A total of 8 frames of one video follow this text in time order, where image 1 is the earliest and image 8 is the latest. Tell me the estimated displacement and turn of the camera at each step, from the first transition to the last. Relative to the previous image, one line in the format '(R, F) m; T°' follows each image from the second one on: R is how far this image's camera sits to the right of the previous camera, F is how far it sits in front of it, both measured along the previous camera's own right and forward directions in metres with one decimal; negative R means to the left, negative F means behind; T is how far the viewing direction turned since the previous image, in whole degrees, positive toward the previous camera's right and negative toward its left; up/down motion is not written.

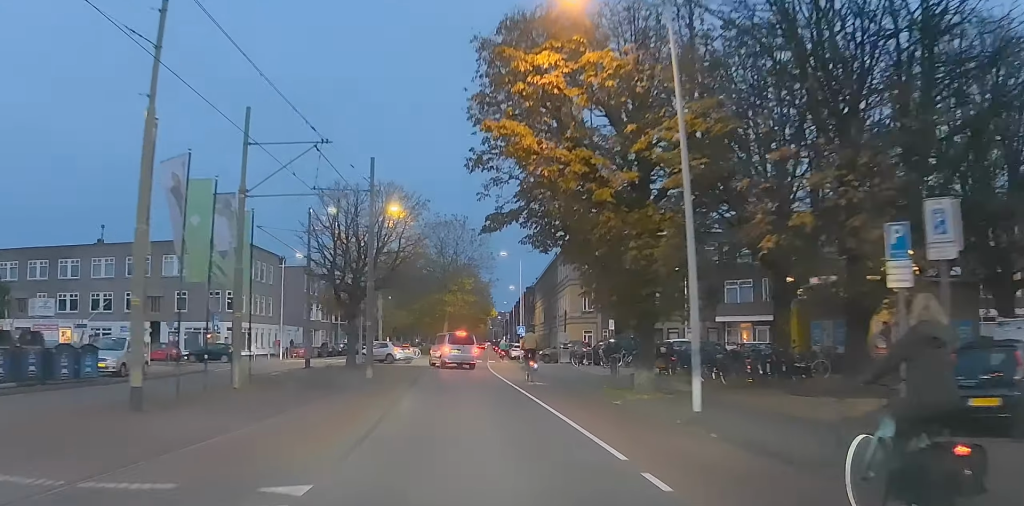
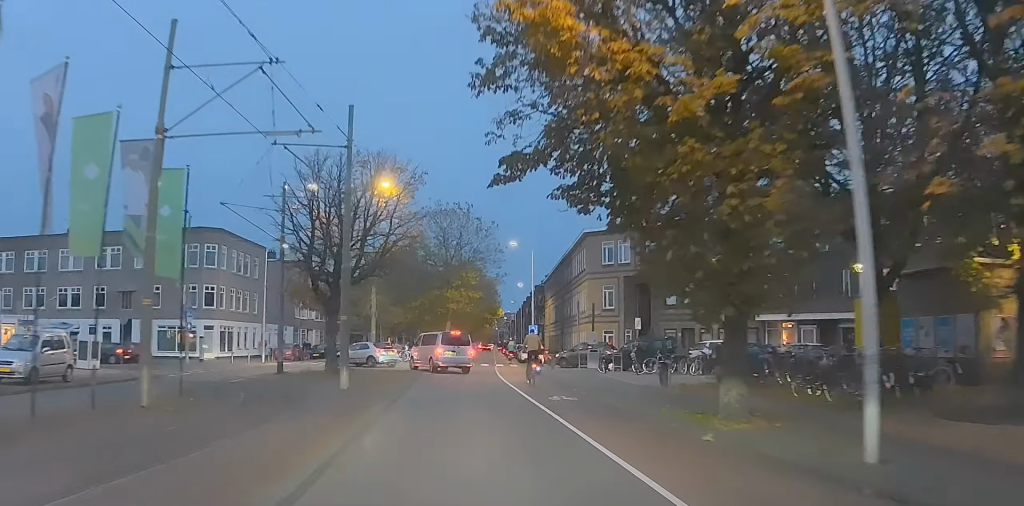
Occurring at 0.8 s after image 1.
(+0.1, +6.3) m; -2°
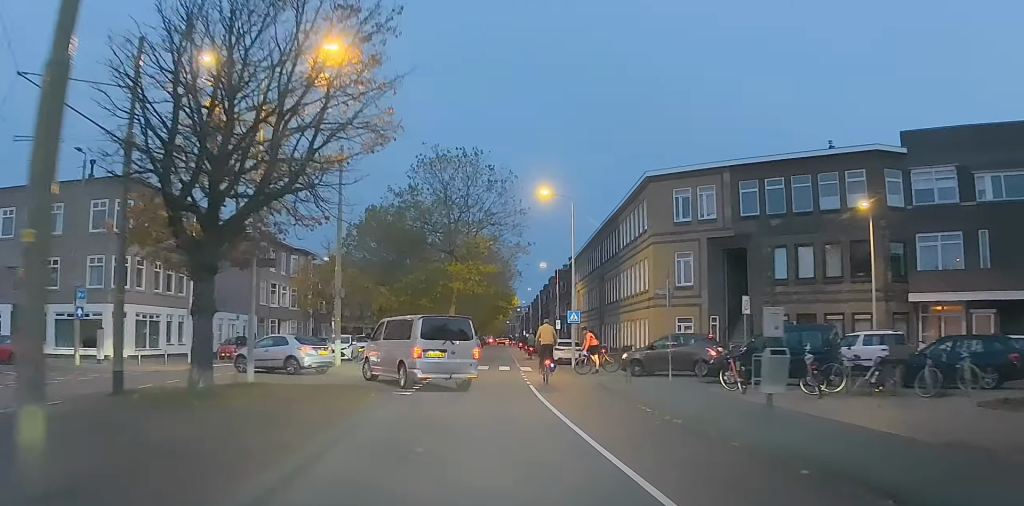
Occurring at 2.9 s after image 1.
(-0.7, +16.1) m; -1°
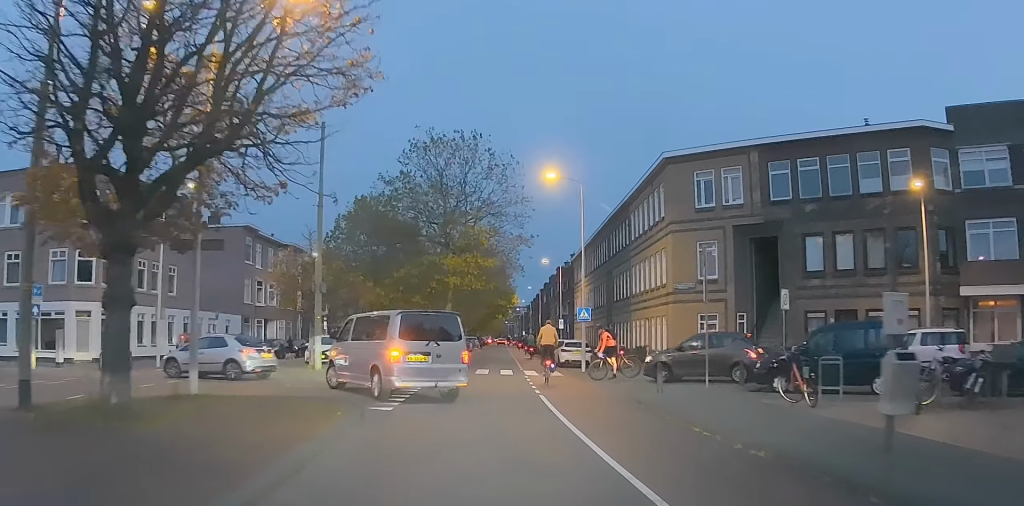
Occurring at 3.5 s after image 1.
(+0.1, +4.3) m; +1°
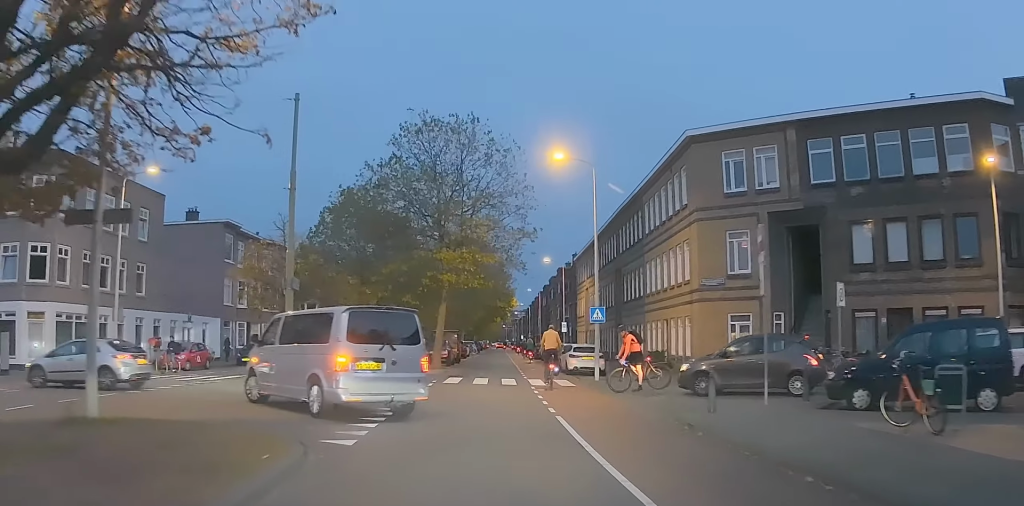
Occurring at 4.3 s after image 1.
(+0.1, +4.5) m; 0°
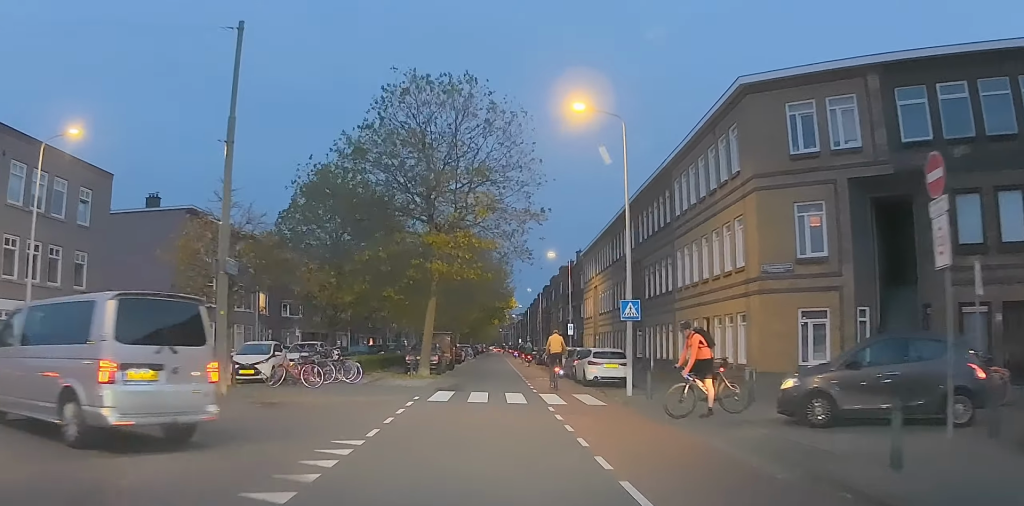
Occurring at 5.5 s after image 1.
(-0.1, +7.0) m; 0°
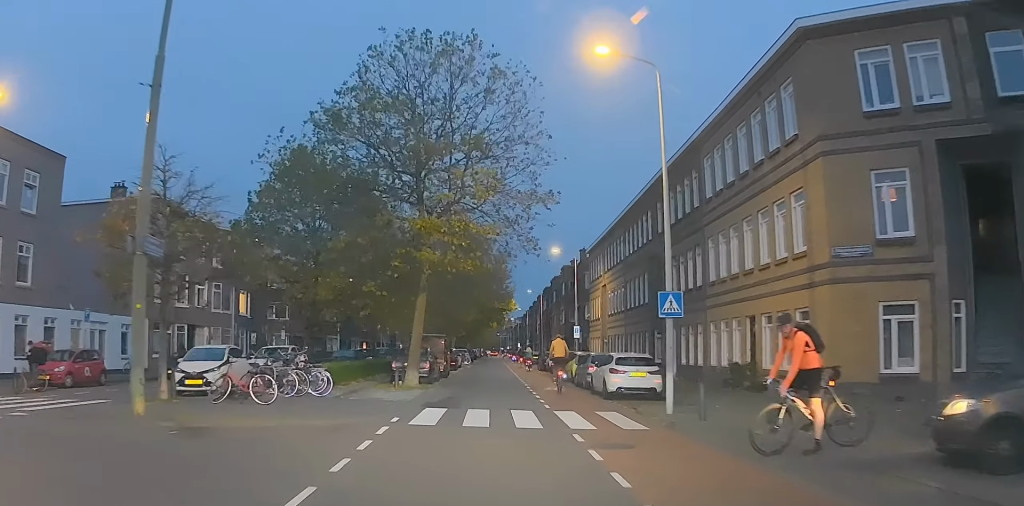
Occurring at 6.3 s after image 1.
(+0.1, +4.6) m; -1°
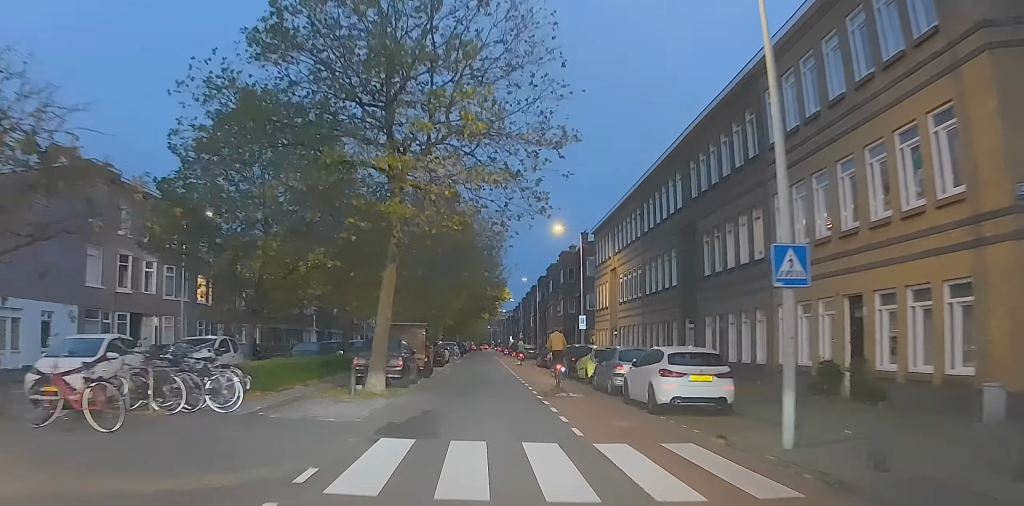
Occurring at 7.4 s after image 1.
(-0.2, +7.2) m; -1°
